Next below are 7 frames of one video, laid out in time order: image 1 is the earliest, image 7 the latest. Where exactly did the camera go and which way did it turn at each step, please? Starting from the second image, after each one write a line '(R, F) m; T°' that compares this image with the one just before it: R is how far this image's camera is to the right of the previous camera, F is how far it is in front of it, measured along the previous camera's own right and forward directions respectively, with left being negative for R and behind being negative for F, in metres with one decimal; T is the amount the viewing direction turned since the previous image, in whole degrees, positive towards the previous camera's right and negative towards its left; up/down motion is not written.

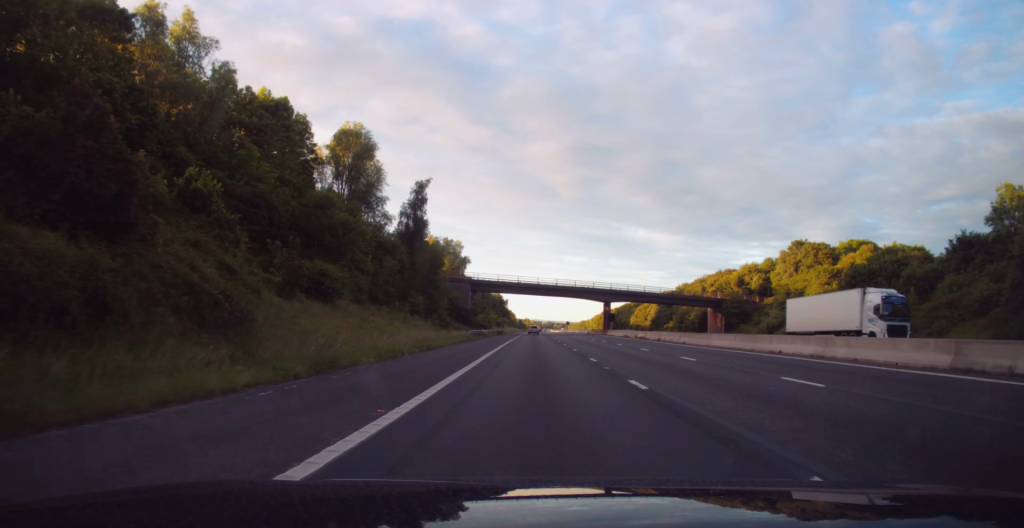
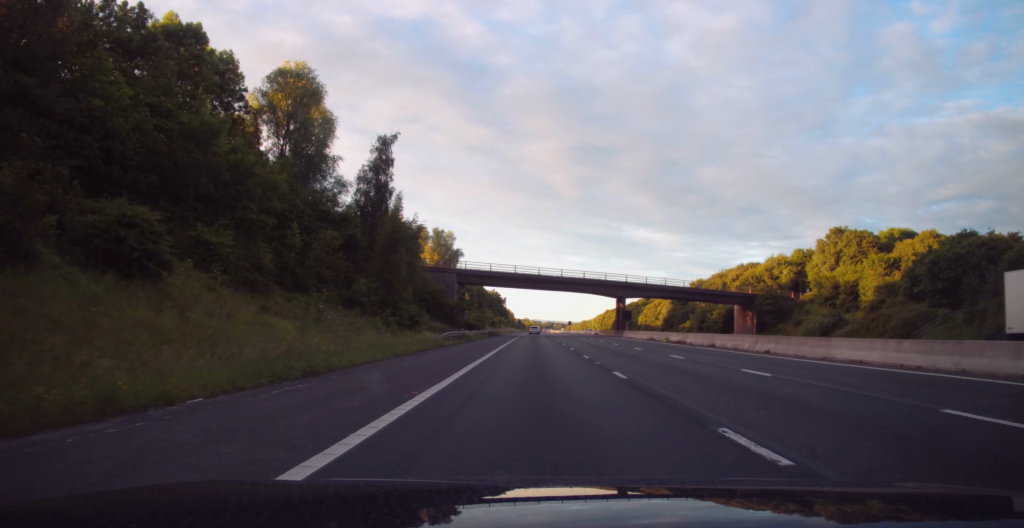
(0.0, +16.3) m; 0°
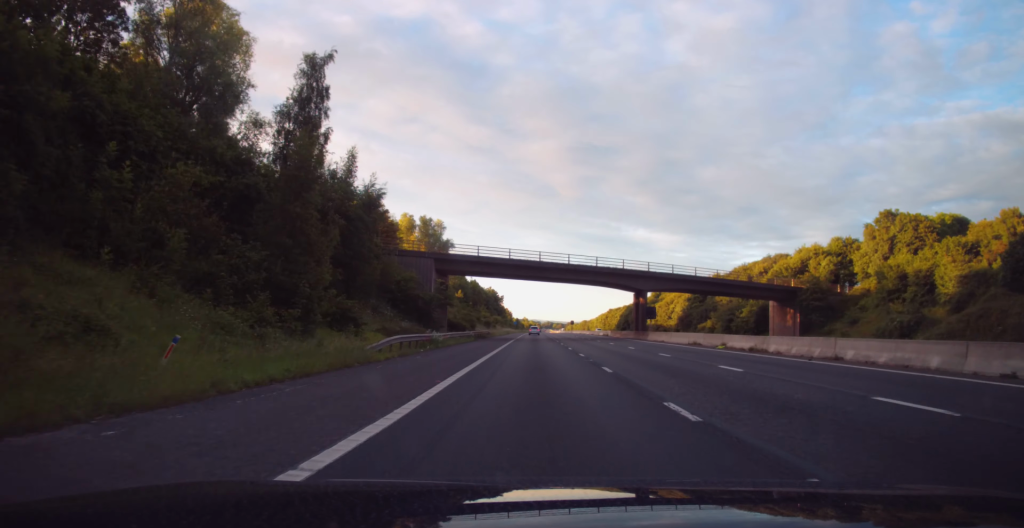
(+0.1, +16.3) m; 0°
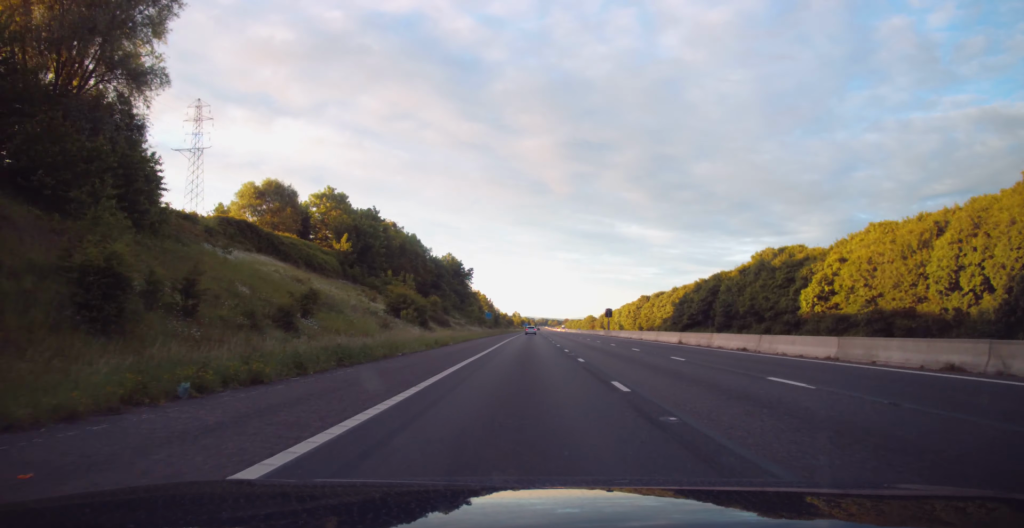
(+0.1, +105.1) m; 0°
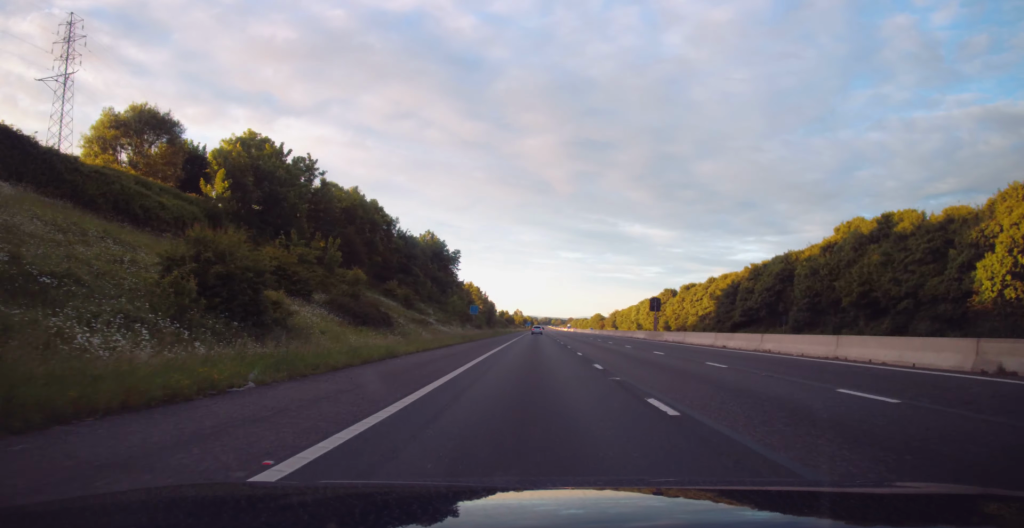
(0.0, +31.4) m; 0°
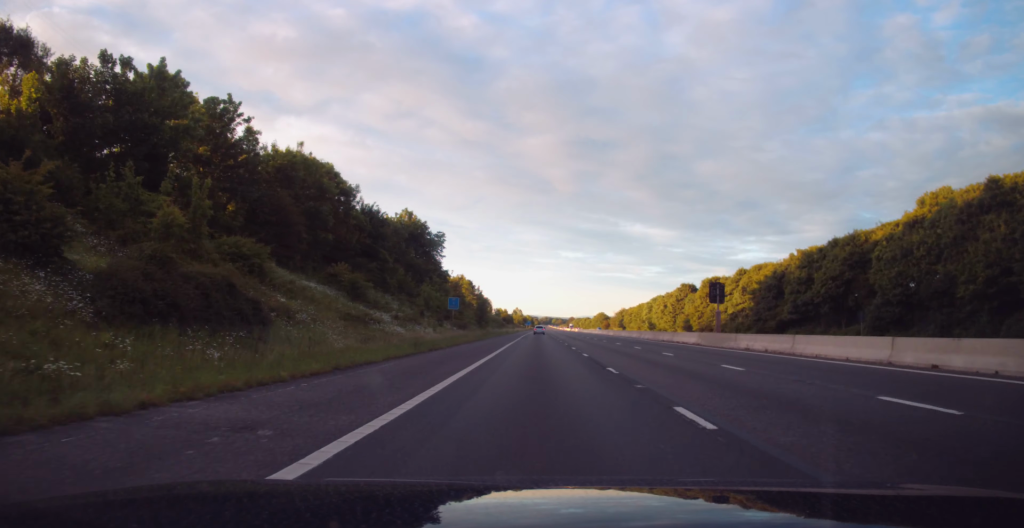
(+0.1, +19.5) m; 0°
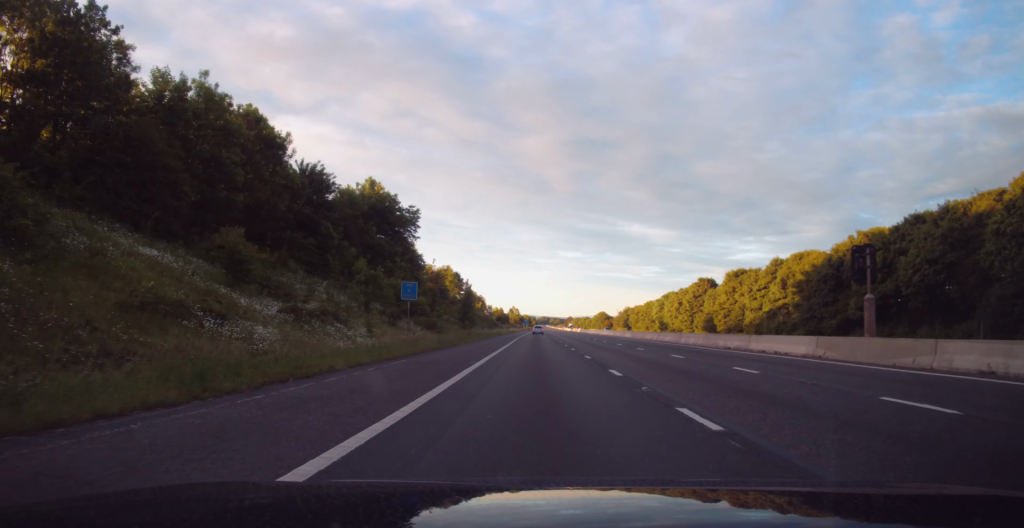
(+0.1, +18.4) m; 0°
